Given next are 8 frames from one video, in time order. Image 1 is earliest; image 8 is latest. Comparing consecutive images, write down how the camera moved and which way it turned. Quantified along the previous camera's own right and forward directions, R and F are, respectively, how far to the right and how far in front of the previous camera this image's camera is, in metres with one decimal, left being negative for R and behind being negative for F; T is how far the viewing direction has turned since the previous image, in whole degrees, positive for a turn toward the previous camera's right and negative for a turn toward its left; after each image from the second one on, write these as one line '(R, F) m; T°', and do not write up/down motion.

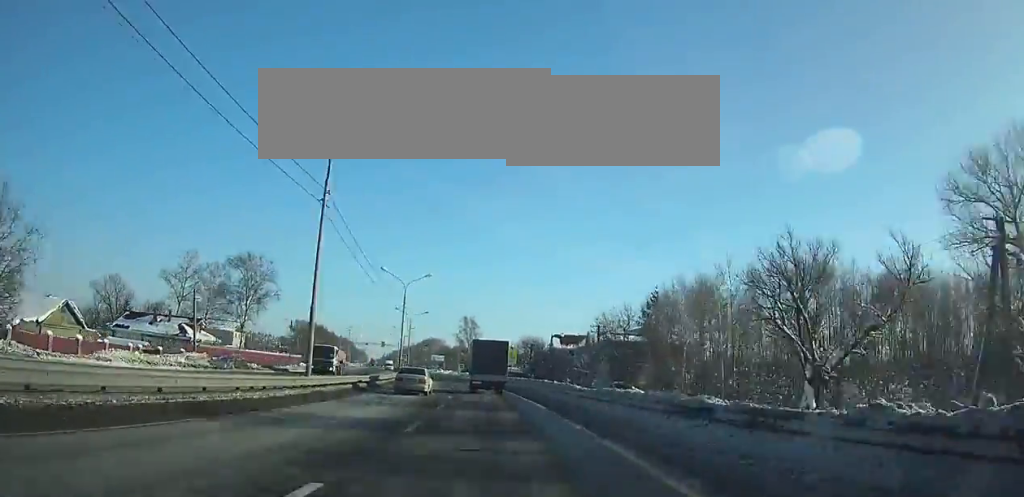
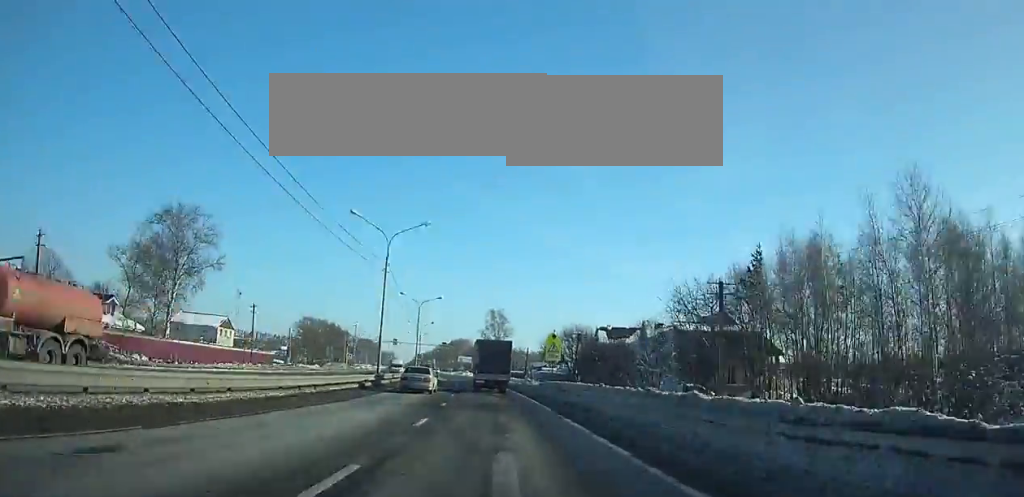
(-0.4, +24.4) m; -2°
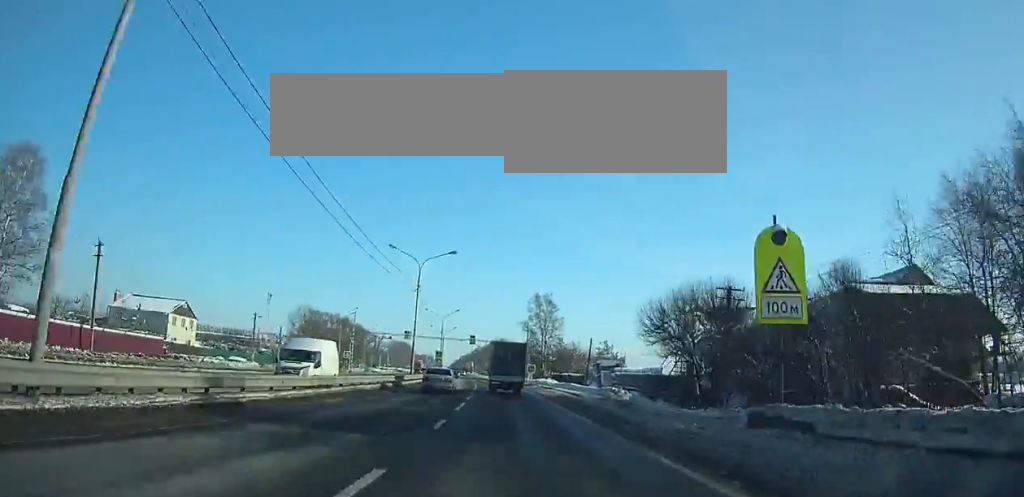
(-1.4, +34.5) m; -3°
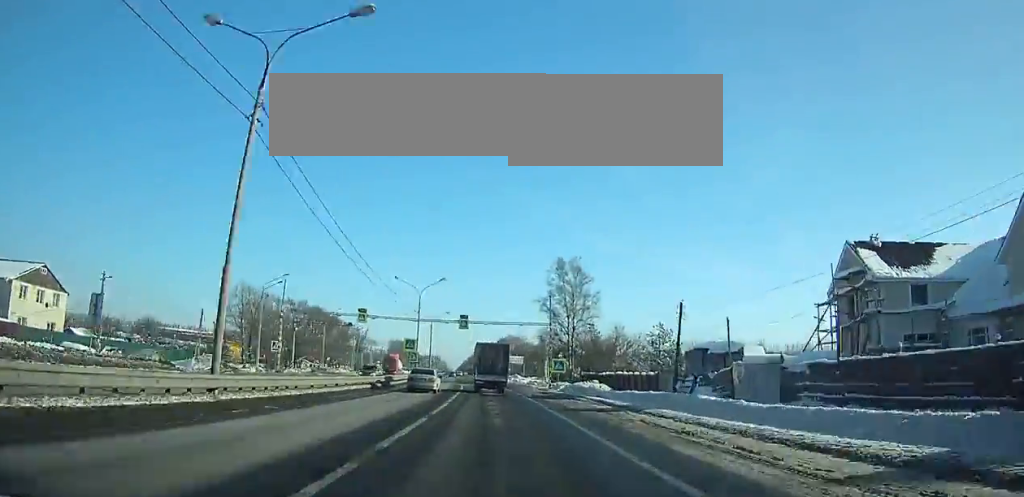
(-1.1, +37.3) m; -2°
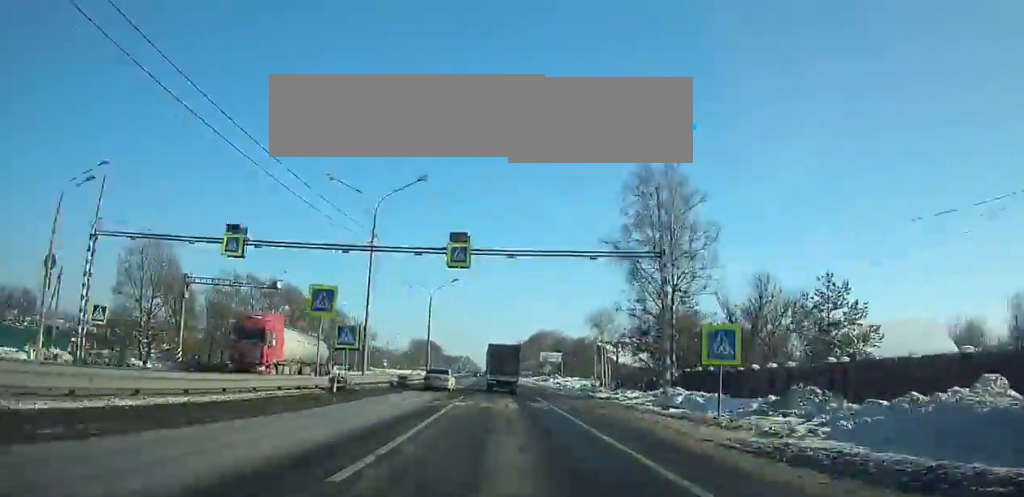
(-0.5, +37.9) m; -2°
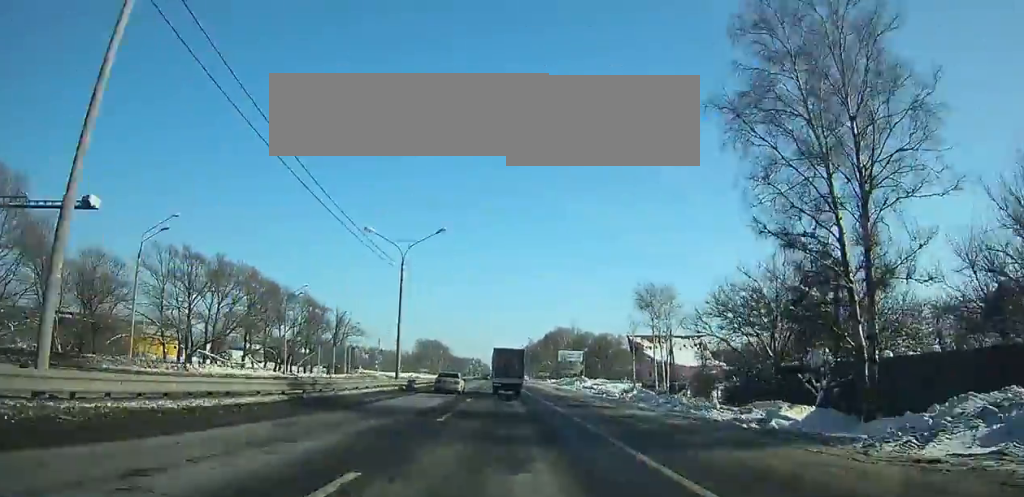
(-0.3, +26.1) m; -1°
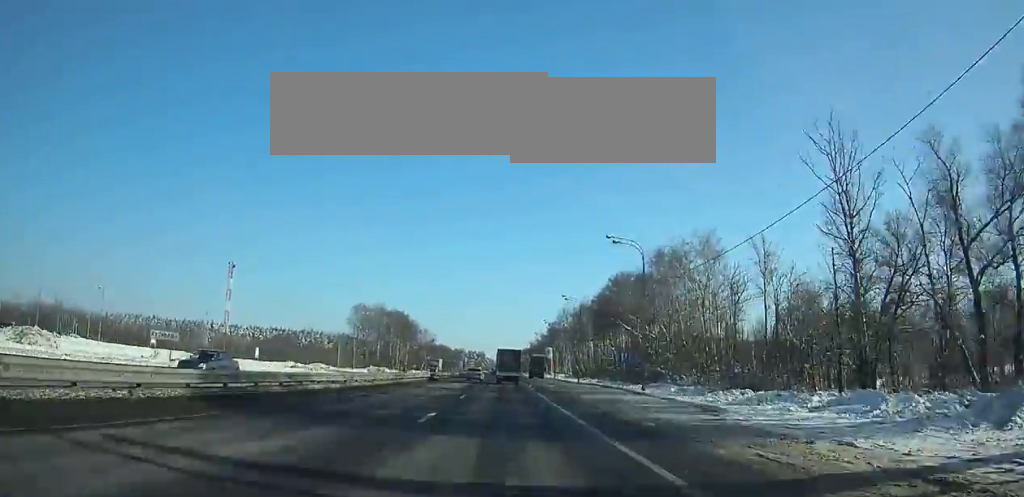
(-2.3, +132.3) m; 0°
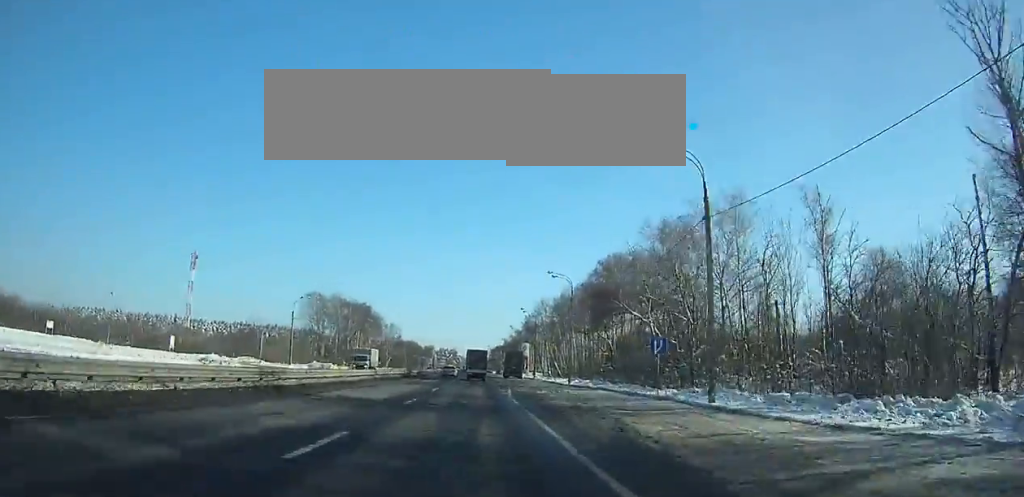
(0.0, +12.6) m; +1°
